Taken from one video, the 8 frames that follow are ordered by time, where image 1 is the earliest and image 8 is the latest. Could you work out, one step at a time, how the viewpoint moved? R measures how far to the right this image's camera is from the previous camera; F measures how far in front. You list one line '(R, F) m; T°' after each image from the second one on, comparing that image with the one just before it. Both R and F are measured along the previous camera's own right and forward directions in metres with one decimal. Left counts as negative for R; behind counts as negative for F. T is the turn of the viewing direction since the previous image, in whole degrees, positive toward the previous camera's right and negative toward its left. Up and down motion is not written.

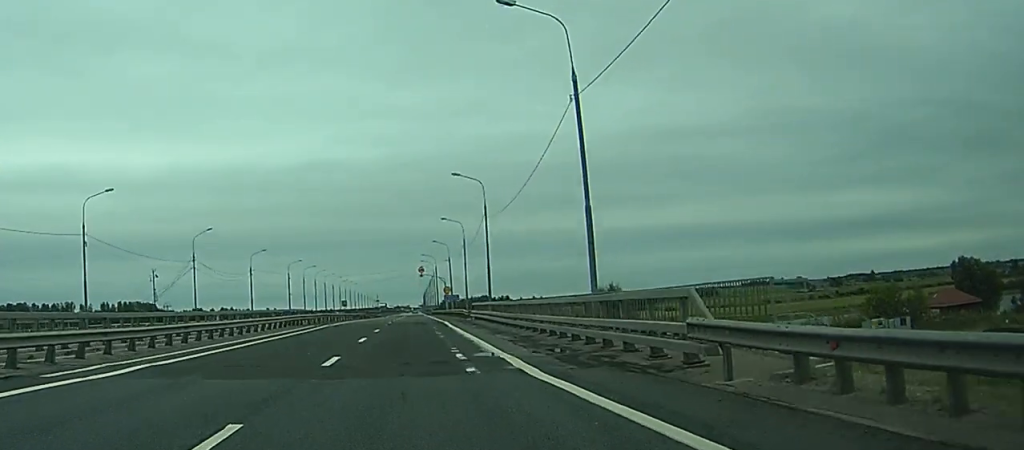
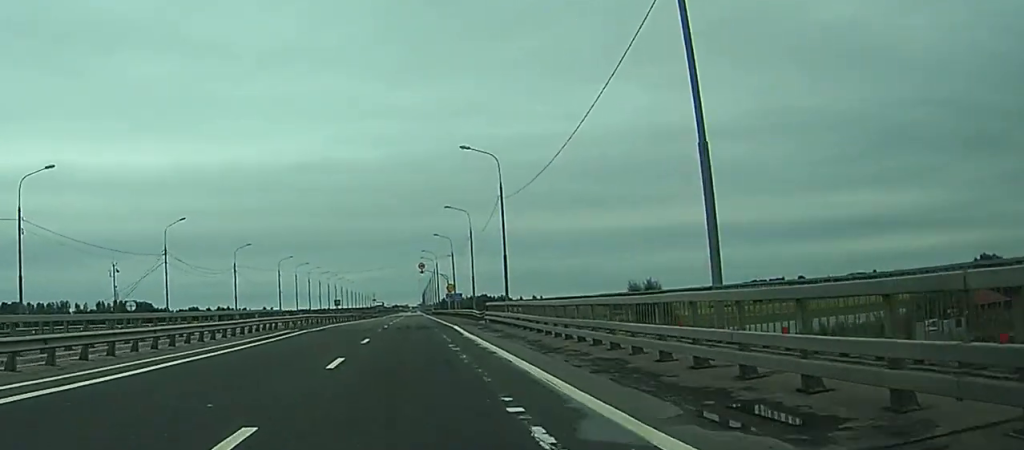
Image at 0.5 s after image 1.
(0.0, +11.8) m; 0°
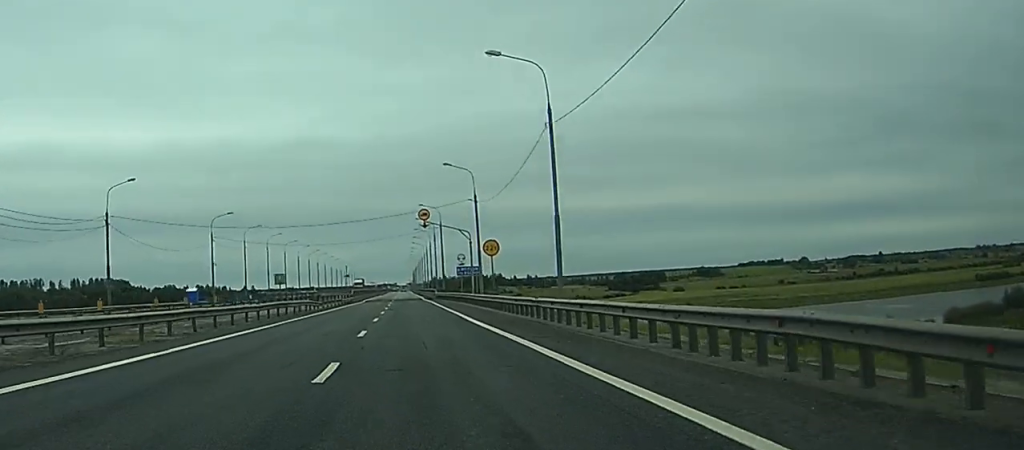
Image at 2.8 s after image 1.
(+0.5, +51.1) m; +1°
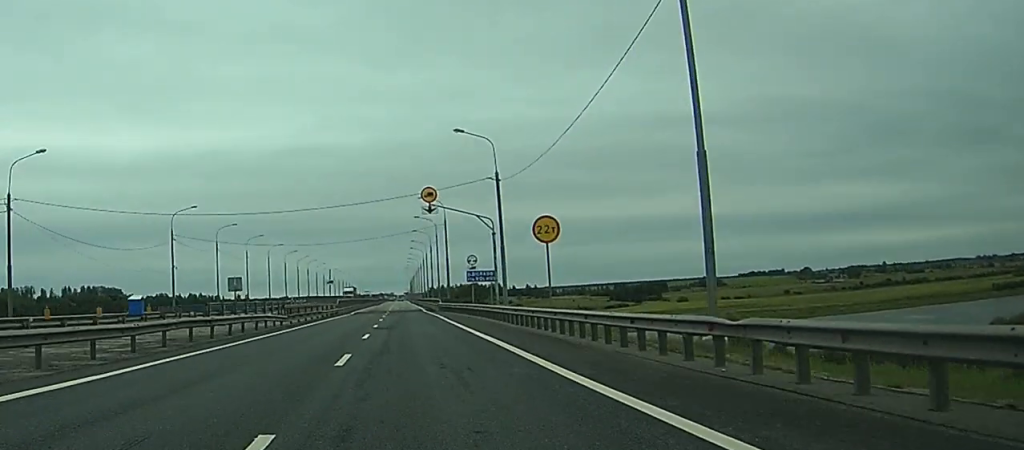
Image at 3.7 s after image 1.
(0.0, +18.5) m; 0°
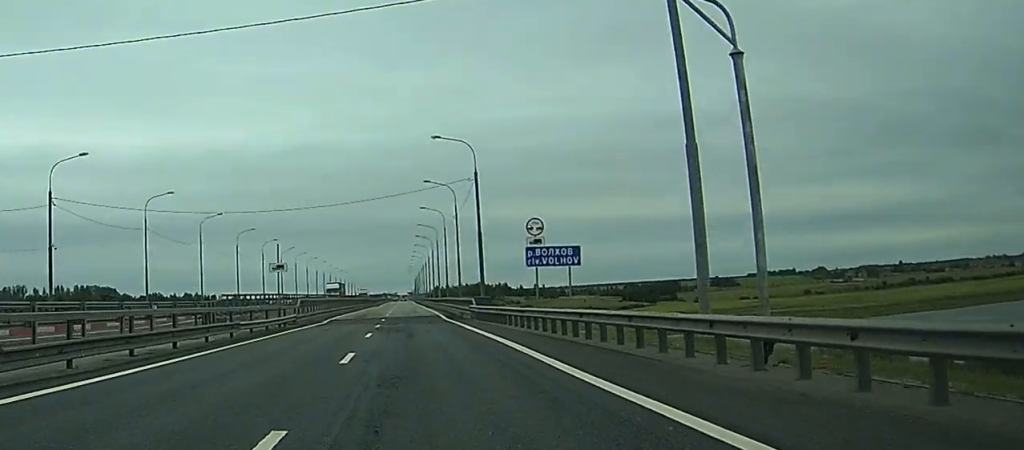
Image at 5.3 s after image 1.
(0.0, +35.3) m; 0°
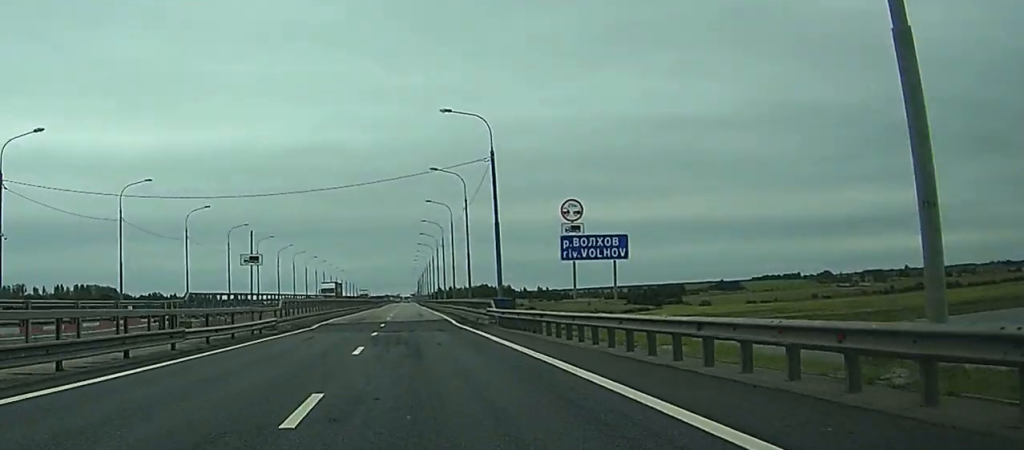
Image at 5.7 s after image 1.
(0.0, +8.7) m; 0°
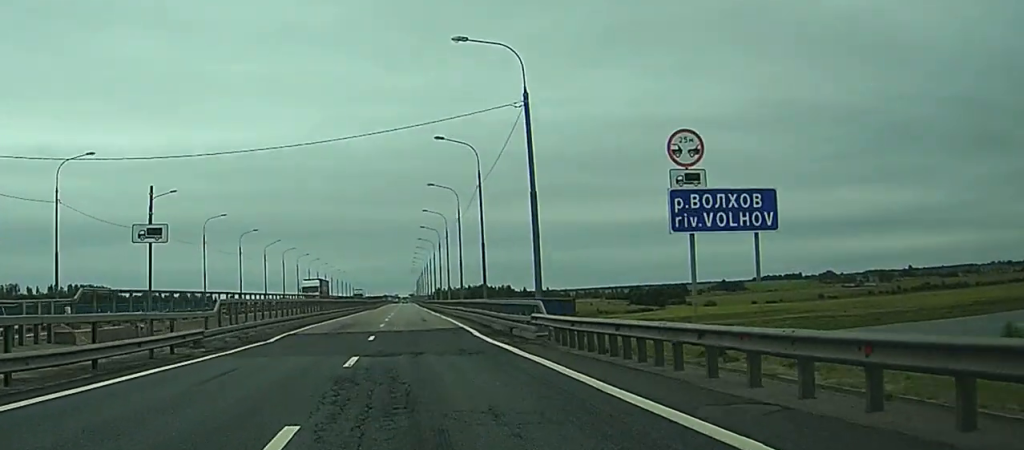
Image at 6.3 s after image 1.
(0.0, +14.5) m; 0°
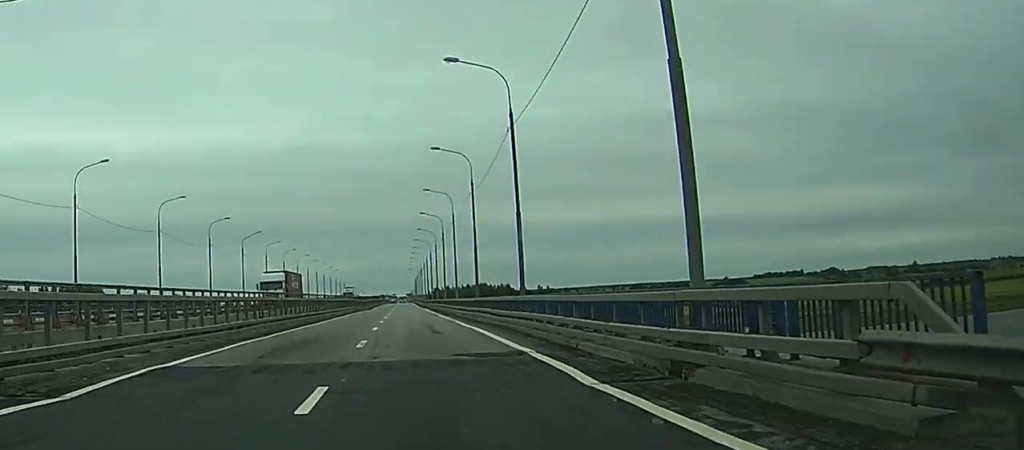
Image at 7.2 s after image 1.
(+0.1, +19.4) m; 0°
